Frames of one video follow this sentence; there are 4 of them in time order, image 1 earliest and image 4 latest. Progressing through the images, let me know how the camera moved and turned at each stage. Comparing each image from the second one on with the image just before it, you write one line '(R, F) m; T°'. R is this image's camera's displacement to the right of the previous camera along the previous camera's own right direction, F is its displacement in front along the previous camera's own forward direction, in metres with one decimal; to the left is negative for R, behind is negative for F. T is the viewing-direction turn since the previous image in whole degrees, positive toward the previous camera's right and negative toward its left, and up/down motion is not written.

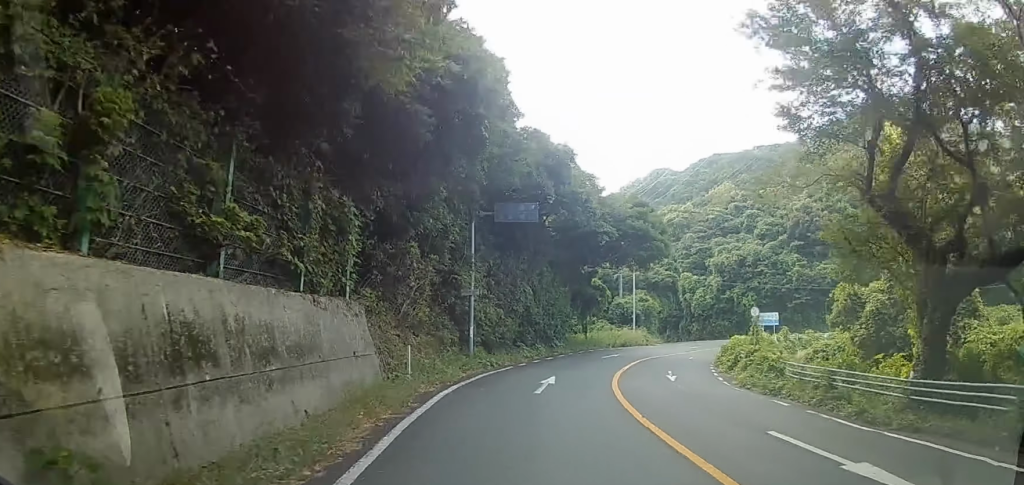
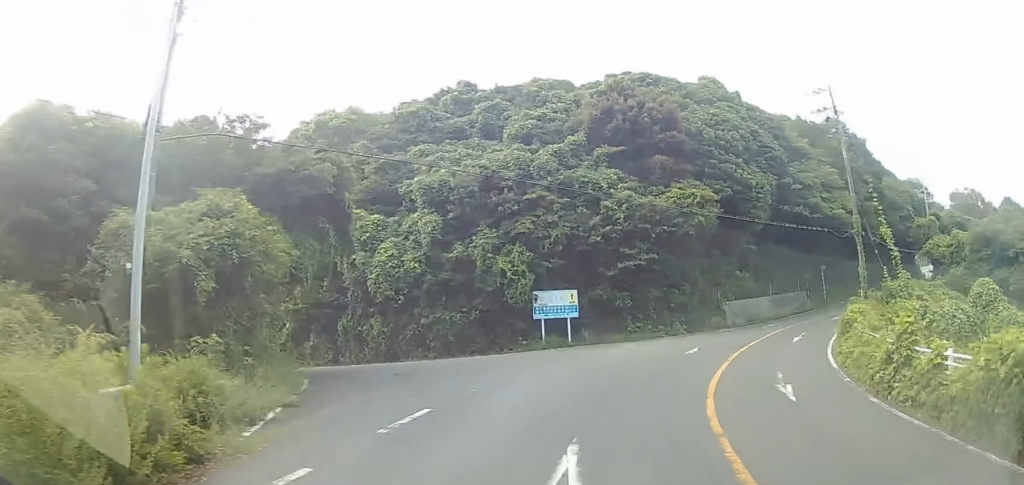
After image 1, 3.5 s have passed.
(+2.3, +38.8) m; +18°
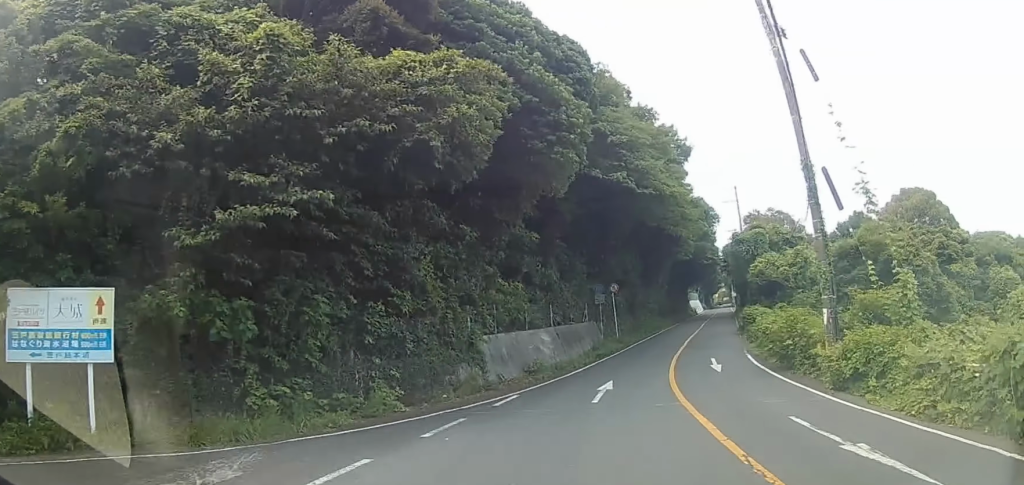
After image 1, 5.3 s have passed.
(+5.6, +18.2) m; +33°
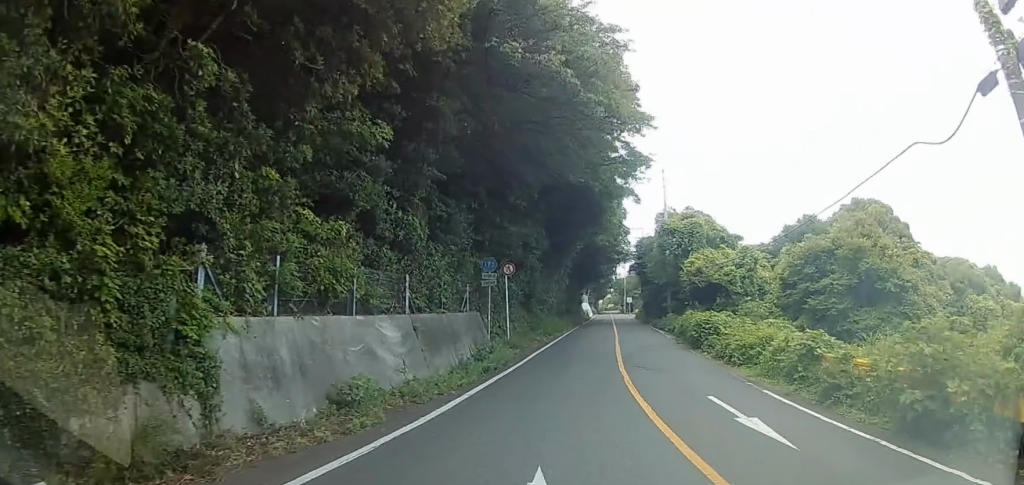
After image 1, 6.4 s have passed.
(+1.1, +10.6) m; +11°
